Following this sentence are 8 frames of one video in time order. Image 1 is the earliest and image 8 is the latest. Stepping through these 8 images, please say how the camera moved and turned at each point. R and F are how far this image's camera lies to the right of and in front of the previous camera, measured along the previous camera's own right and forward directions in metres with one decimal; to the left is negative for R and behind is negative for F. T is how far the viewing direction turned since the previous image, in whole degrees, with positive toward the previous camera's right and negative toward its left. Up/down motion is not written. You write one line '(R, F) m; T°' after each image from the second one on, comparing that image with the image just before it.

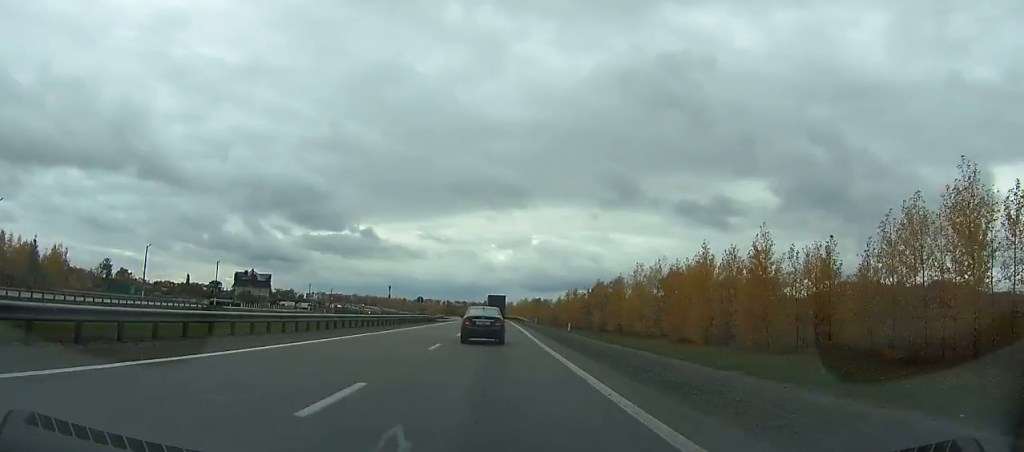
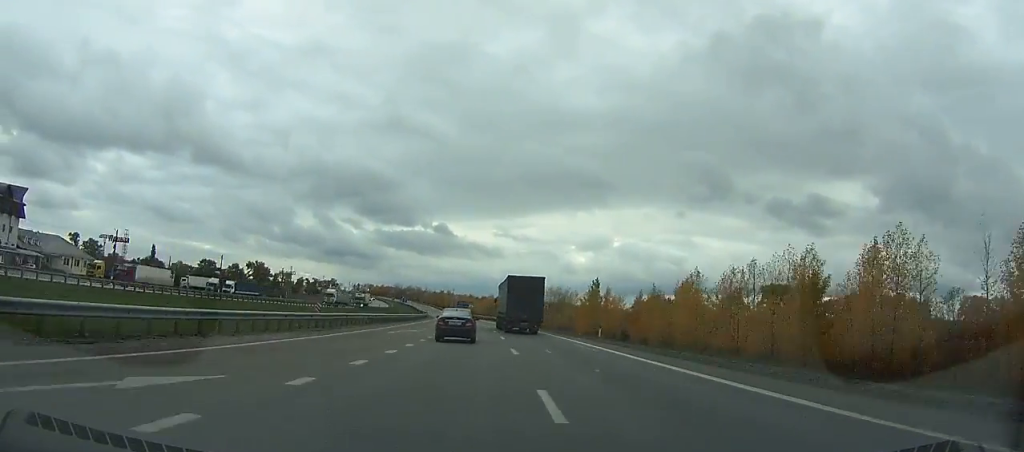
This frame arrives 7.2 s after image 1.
(-3.5, +203.7) m; -6°
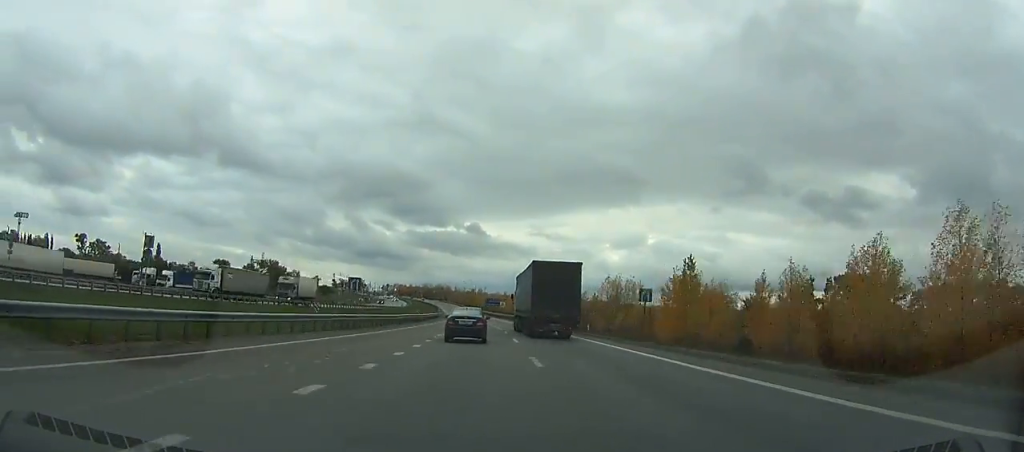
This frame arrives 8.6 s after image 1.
(-2.0, +40.7) m; -3°
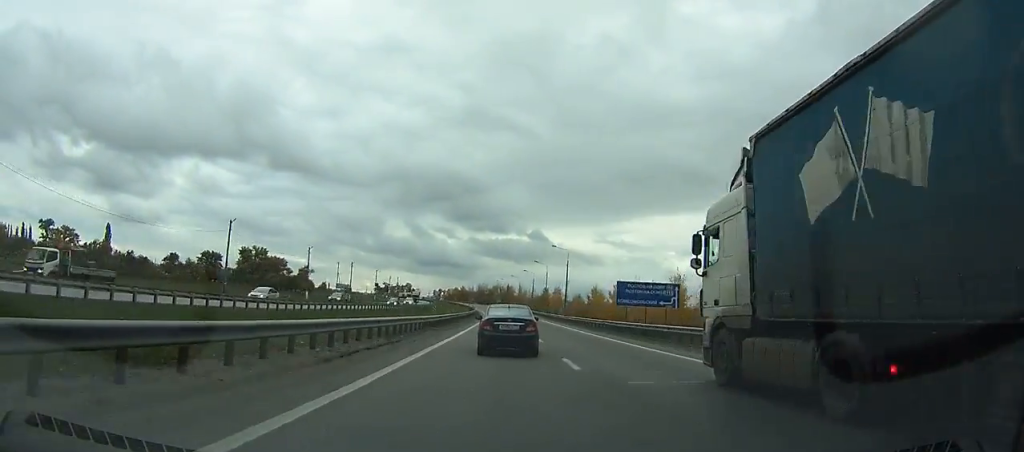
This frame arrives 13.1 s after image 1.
(-8.6, +131.0) m; -7°
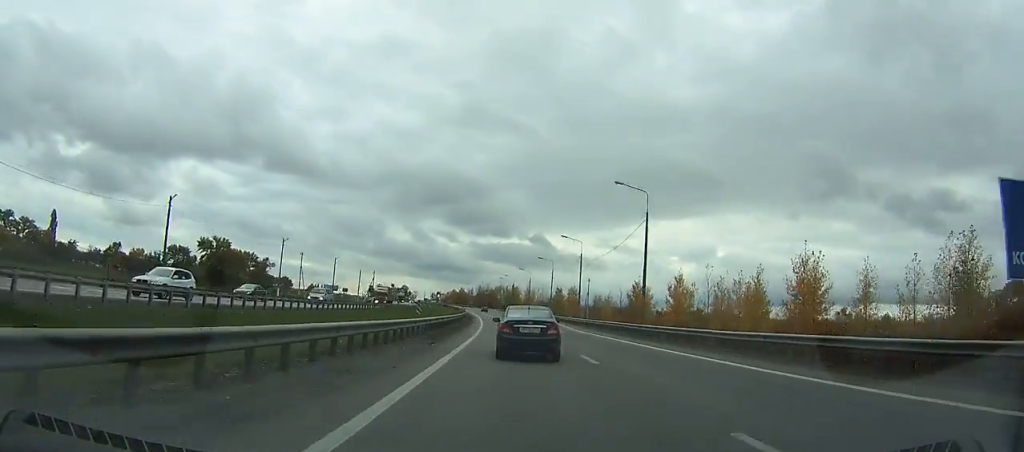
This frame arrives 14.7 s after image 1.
(-0.9, +46.4) m; -1°
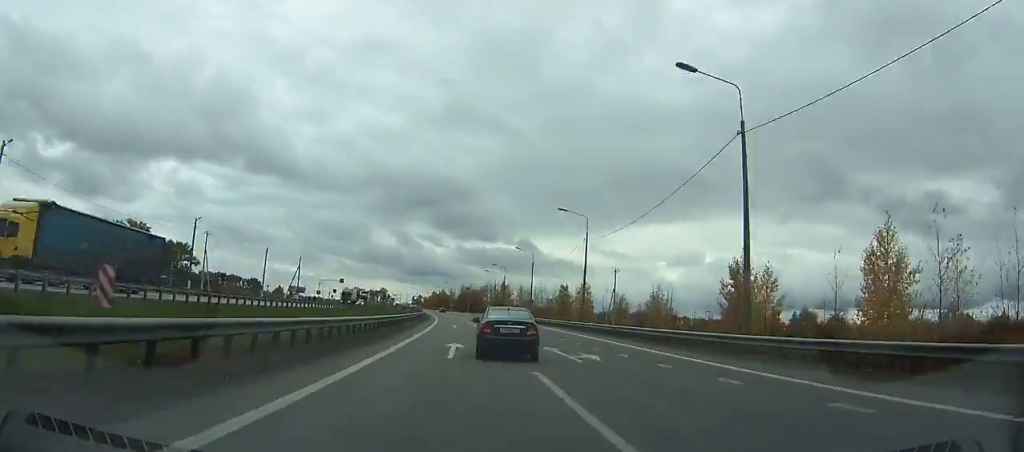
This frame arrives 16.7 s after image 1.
(-0.6, +57.8) m; -1°
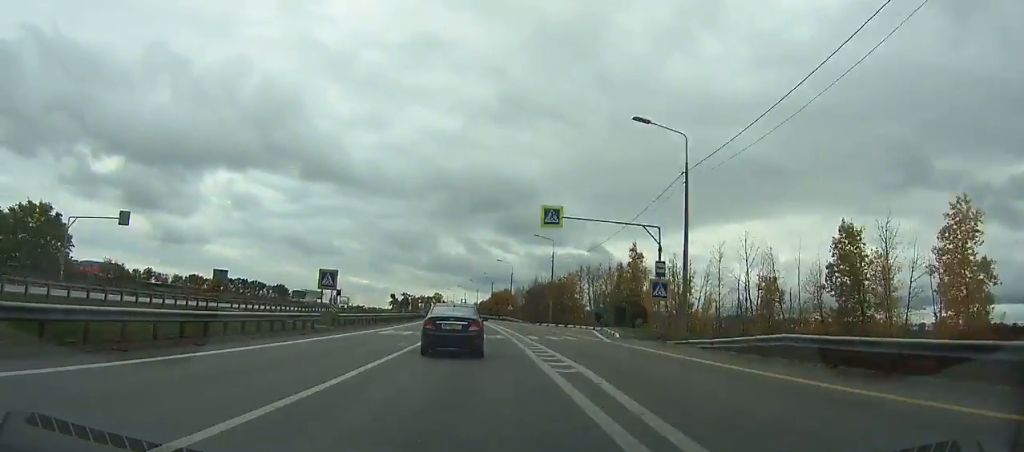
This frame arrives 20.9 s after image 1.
(-2.8, +117.7) m; -5°
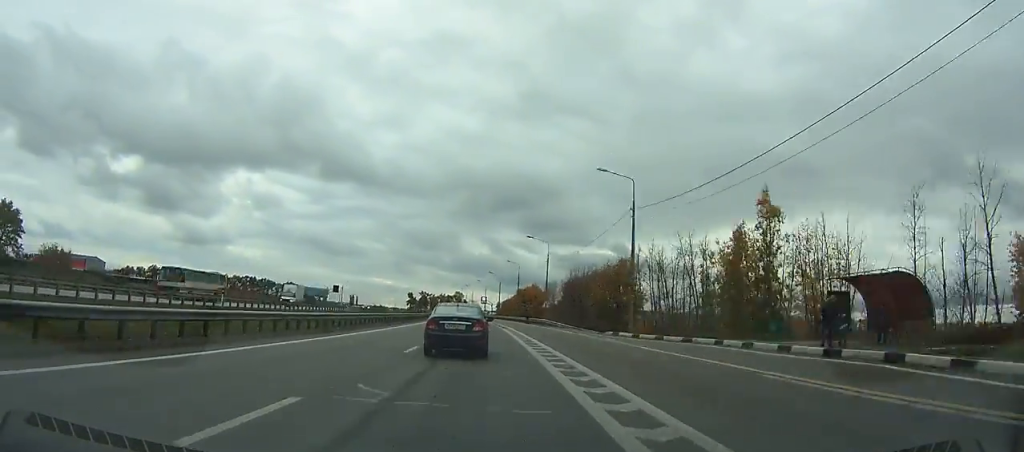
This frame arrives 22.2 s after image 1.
(+0.1, +35.7) m; -2°
